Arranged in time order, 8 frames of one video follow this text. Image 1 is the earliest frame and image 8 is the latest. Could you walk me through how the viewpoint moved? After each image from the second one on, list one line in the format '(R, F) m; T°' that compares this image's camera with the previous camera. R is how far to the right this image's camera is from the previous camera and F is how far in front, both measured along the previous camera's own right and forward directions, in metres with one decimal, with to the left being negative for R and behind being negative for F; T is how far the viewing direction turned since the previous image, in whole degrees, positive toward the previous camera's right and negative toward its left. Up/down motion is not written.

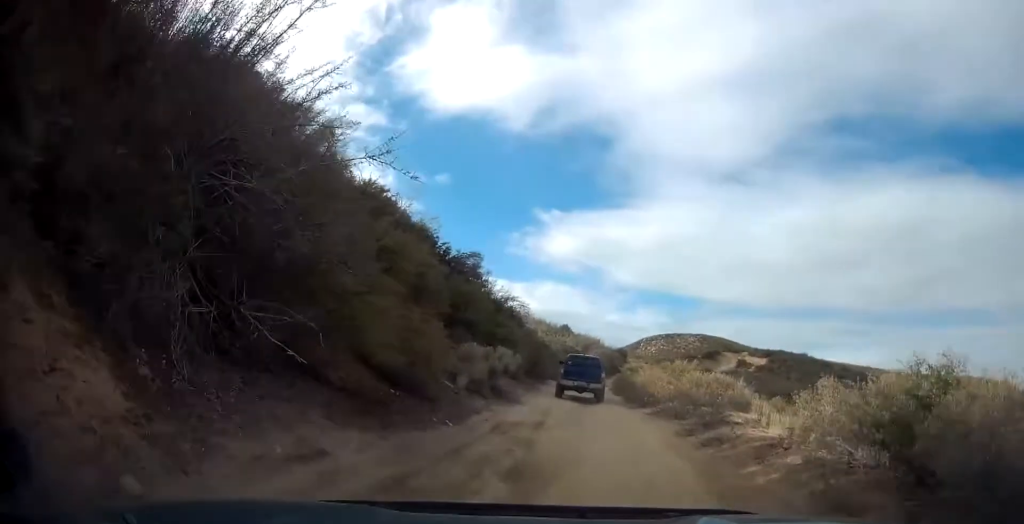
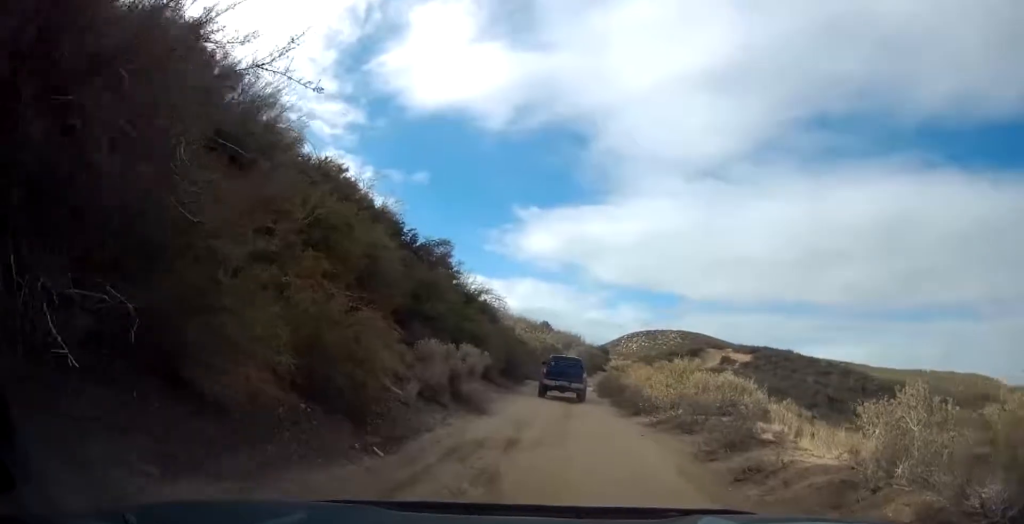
(+0.1, +3.4) m; +2°
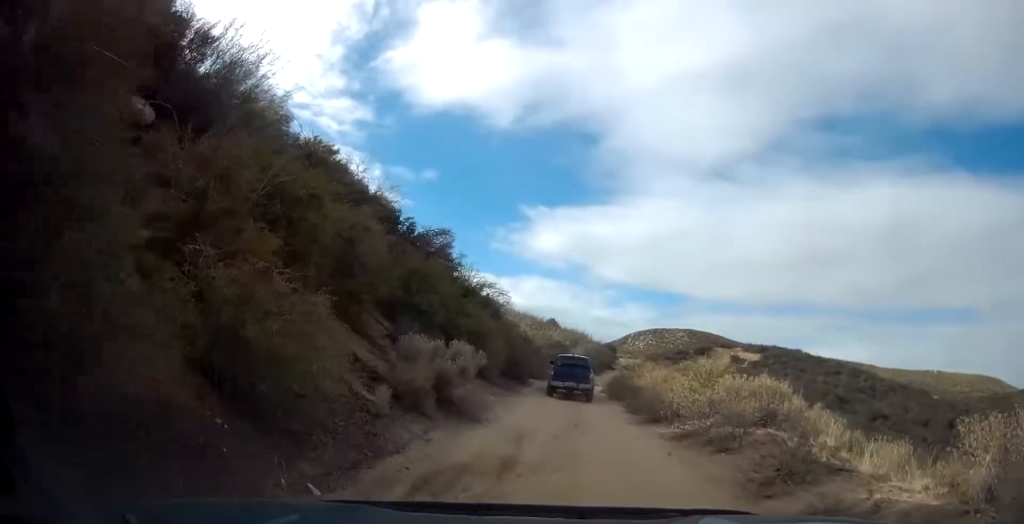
(-0.1, +2.5) m; +2°
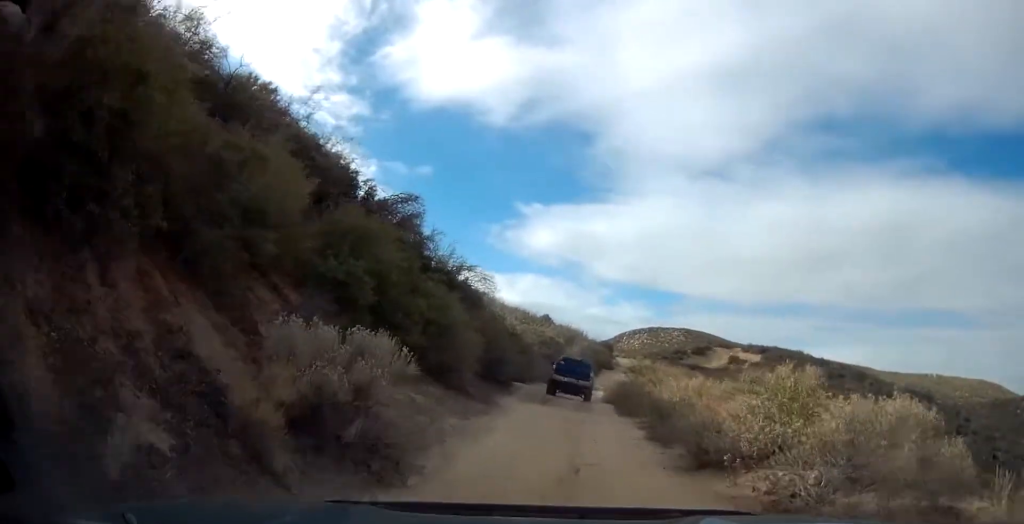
(+0.3, +5.6) m; +4°
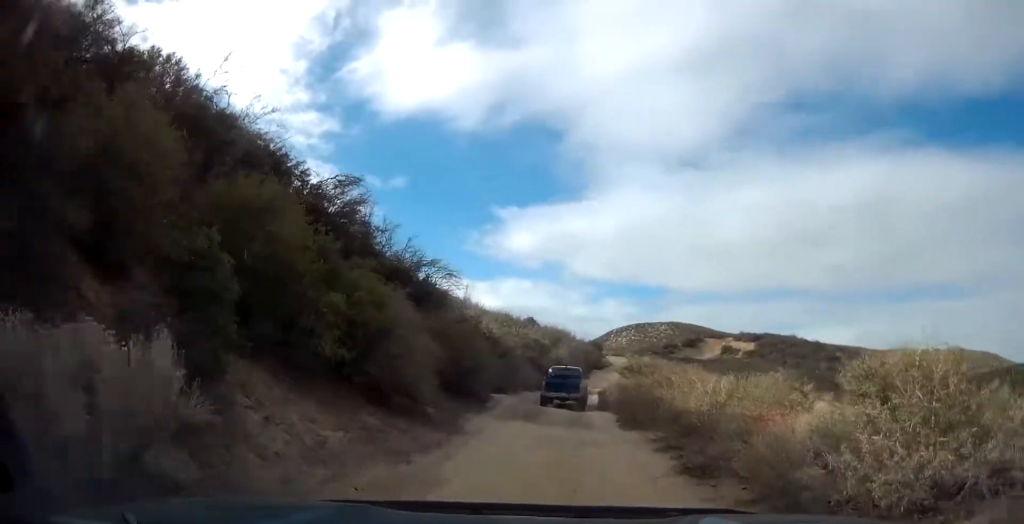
(0.0, +4.0) m; -1°
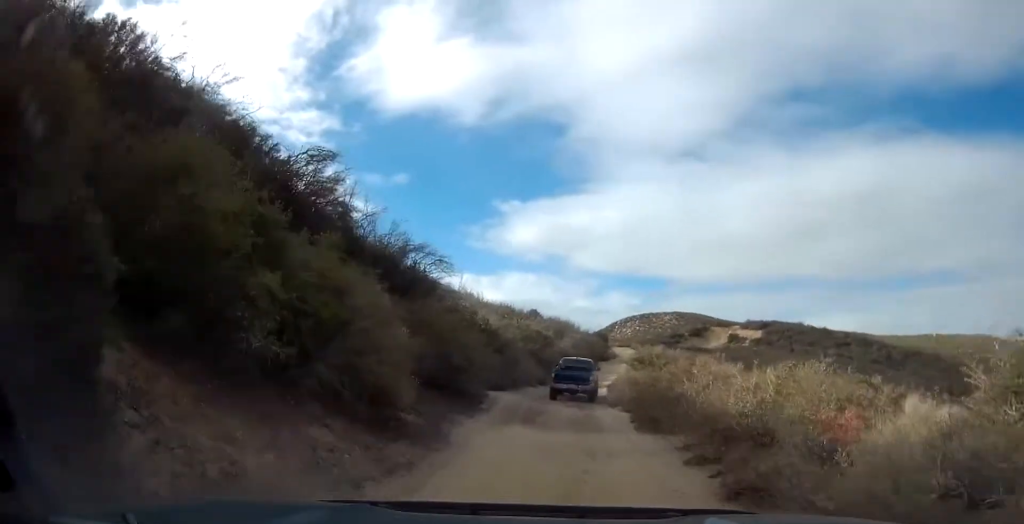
(0.0, +2.2) m; 0°
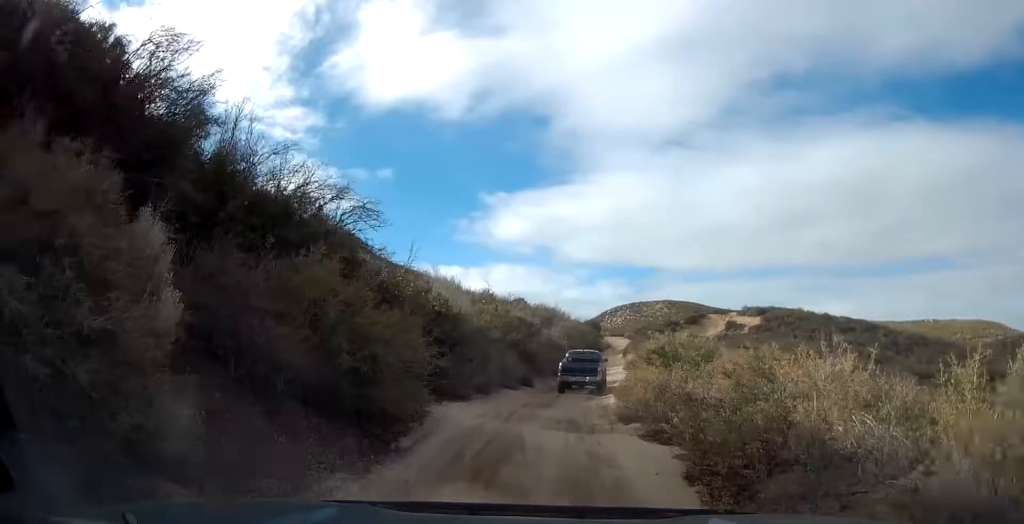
(-0.1, +7.1) m; 0°
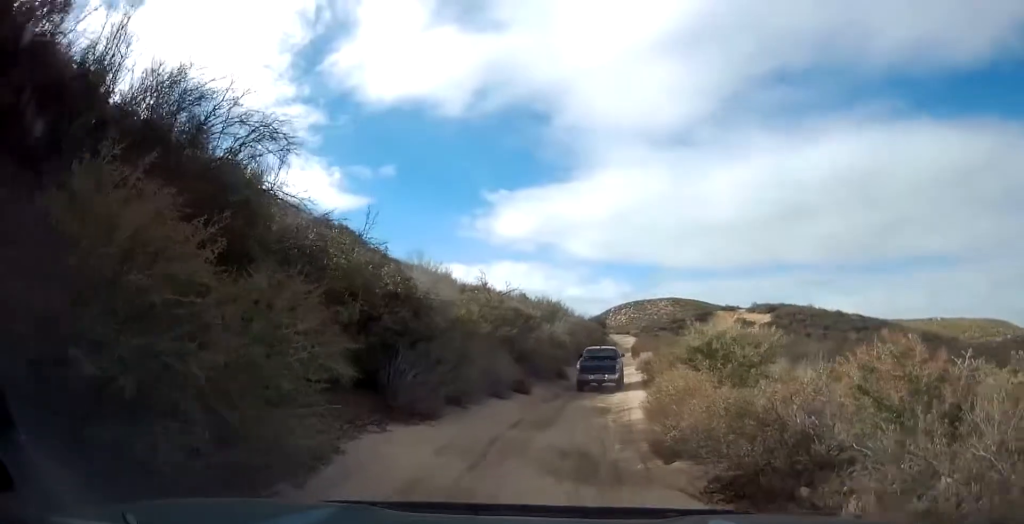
(0.0, +5.3) m; 0°
